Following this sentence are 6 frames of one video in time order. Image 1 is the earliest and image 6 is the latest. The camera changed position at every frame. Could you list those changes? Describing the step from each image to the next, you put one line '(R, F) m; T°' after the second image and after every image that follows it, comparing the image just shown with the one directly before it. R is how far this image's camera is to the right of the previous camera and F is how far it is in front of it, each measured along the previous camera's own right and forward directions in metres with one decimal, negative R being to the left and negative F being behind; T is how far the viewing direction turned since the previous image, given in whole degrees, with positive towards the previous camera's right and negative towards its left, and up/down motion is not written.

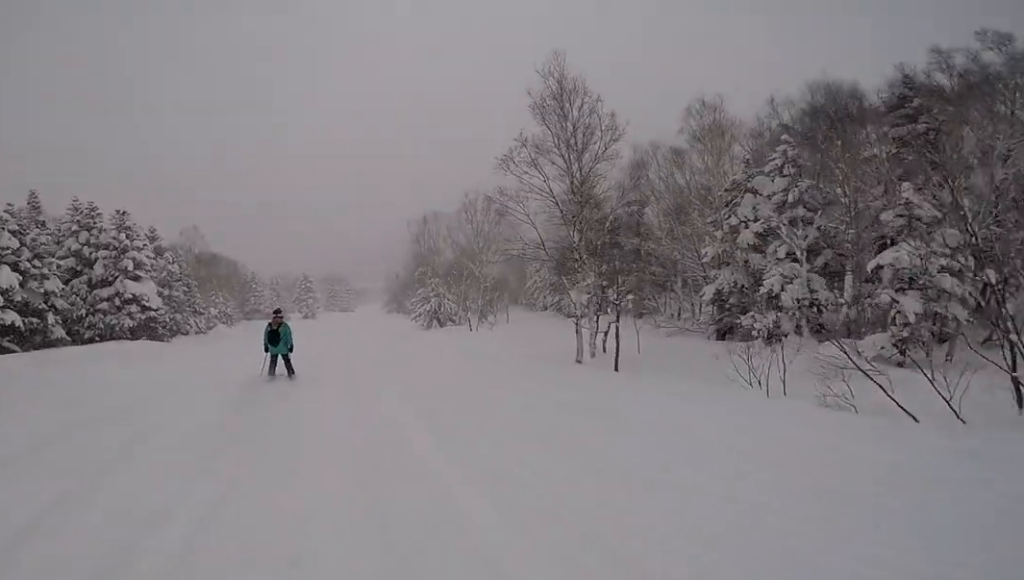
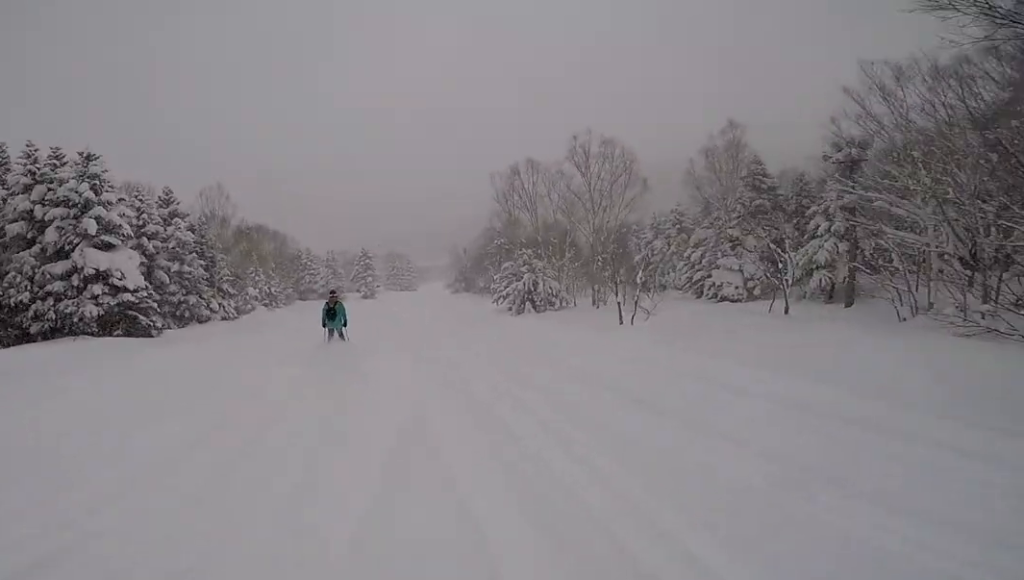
(+0.4, +12.1) m; +9°
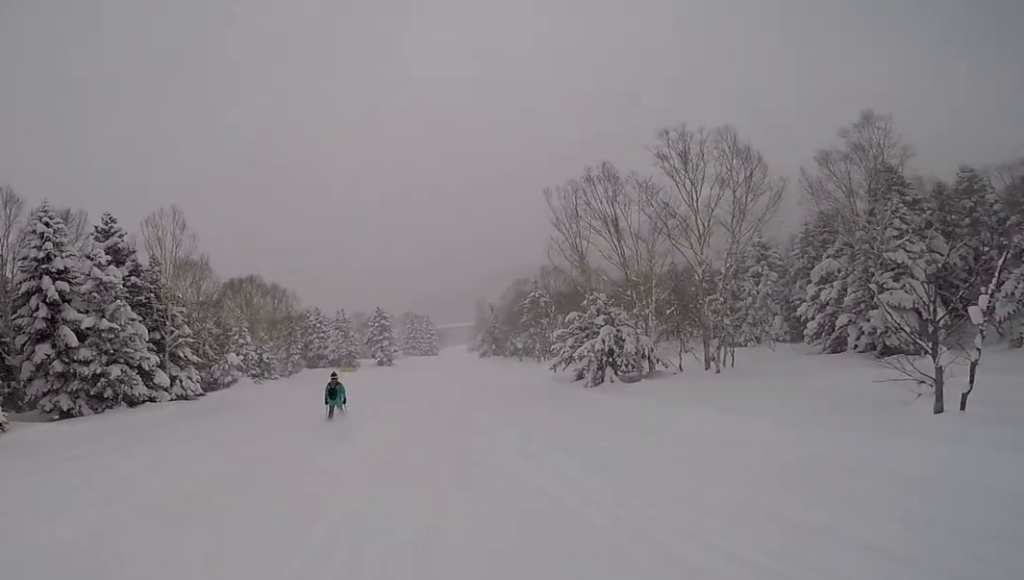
(+0.4, +11.9) m; -5°
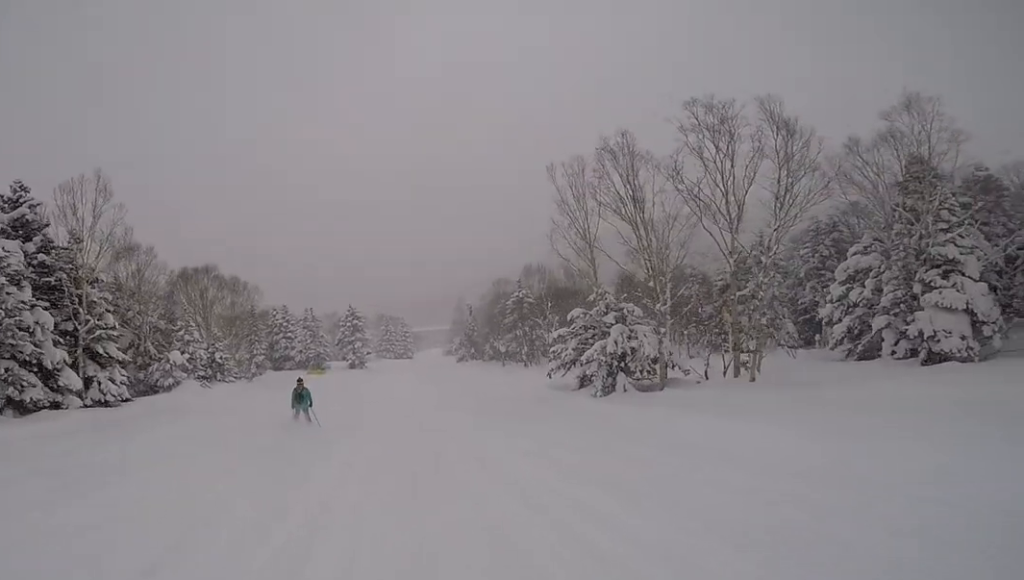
(-0.3, +5.1) m; -4°
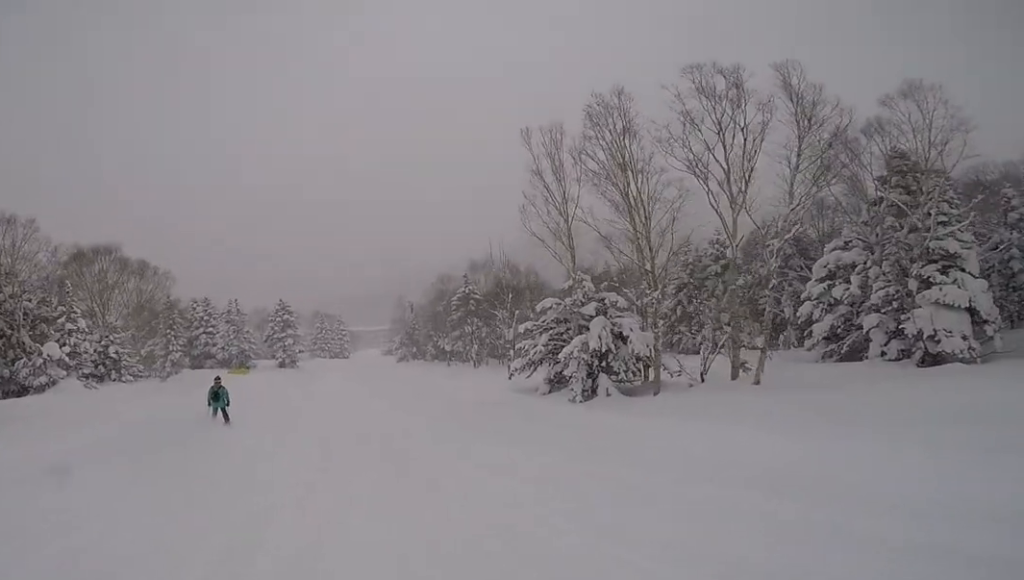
(-0.1, +5.1) m; 0°
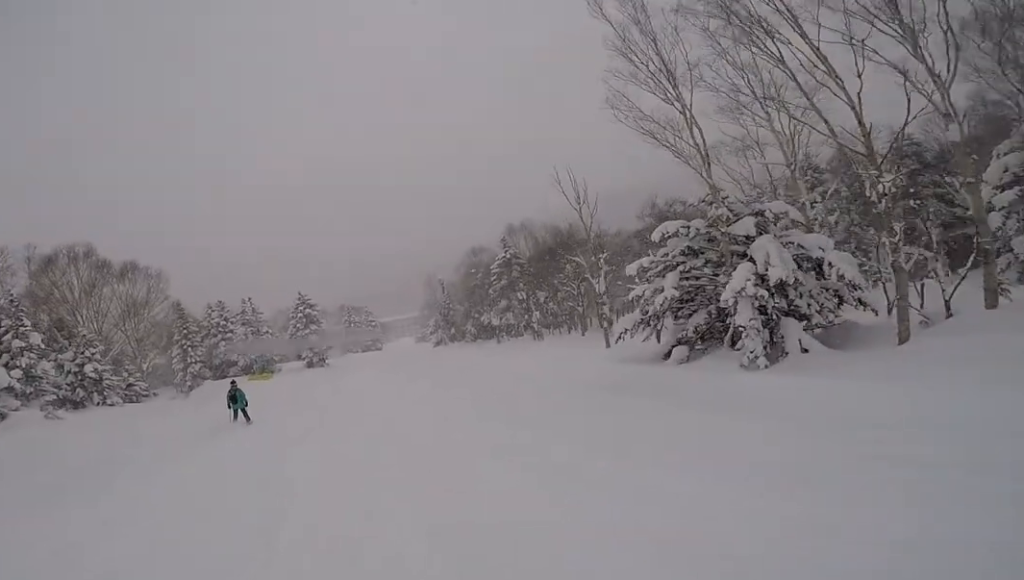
(0.0, +7.4) m; +5°
